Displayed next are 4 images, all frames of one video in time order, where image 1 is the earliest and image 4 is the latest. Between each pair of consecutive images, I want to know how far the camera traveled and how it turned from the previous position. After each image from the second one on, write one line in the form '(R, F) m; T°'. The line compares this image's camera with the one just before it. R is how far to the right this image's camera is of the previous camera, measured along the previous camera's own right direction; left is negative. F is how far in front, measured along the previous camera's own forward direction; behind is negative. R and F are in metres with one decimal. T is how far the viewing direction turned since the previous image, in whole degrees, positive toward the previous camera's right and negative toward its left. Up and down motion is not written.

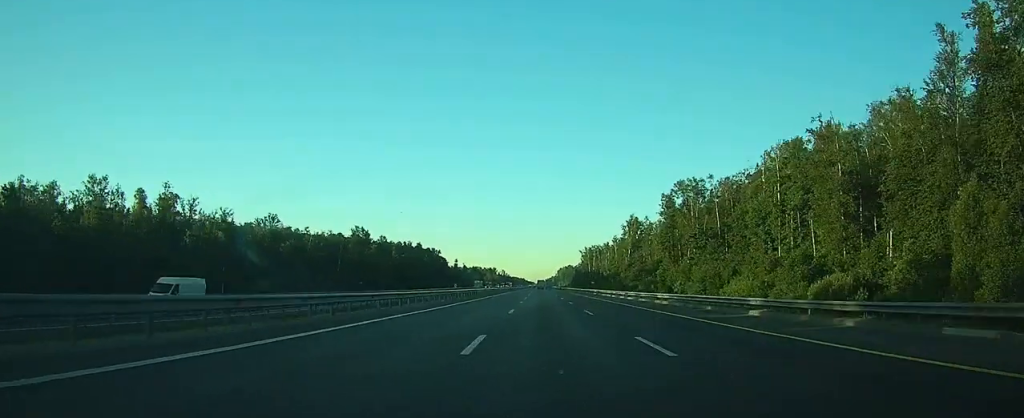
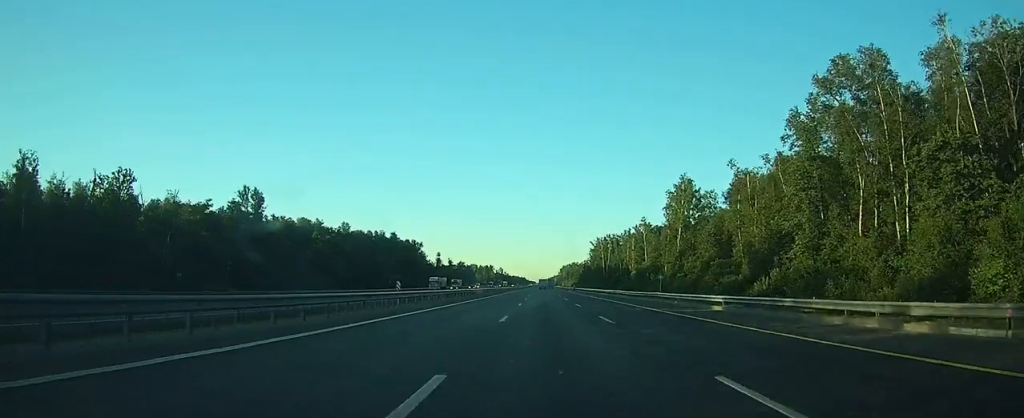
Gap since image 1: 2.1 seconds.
(+0.2, +70.5) m; 0°
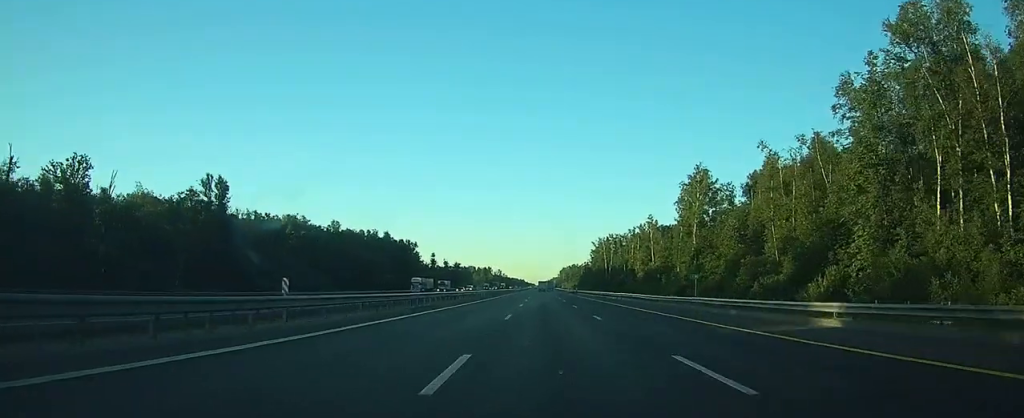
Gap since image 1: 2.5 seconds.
(0.0, +13.2) m; 0°
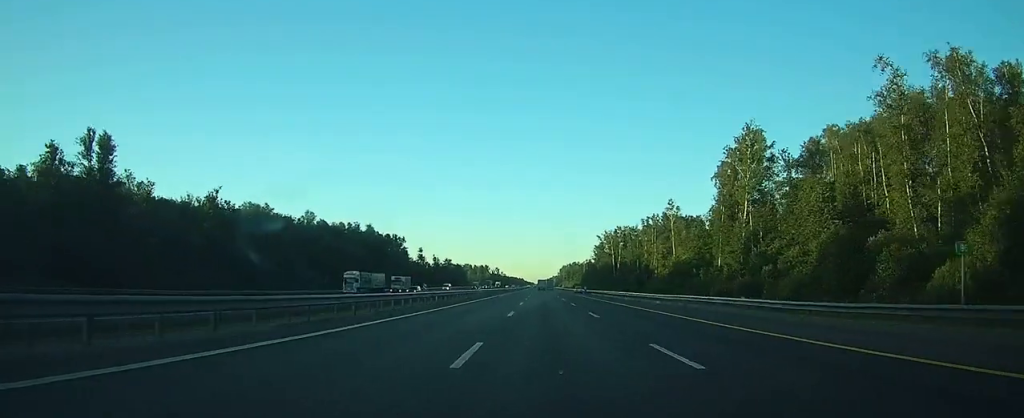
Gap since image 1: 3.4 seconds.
(0.0, +29.7) m; 0°
